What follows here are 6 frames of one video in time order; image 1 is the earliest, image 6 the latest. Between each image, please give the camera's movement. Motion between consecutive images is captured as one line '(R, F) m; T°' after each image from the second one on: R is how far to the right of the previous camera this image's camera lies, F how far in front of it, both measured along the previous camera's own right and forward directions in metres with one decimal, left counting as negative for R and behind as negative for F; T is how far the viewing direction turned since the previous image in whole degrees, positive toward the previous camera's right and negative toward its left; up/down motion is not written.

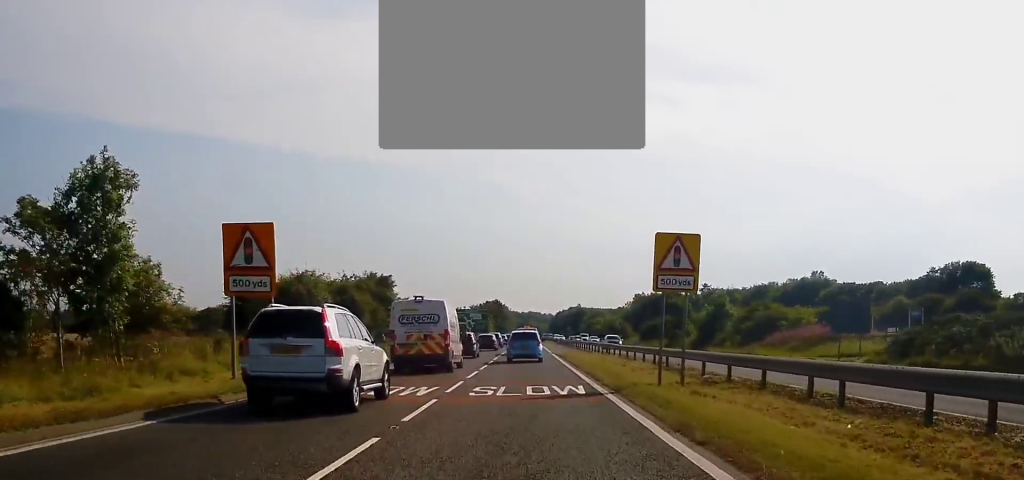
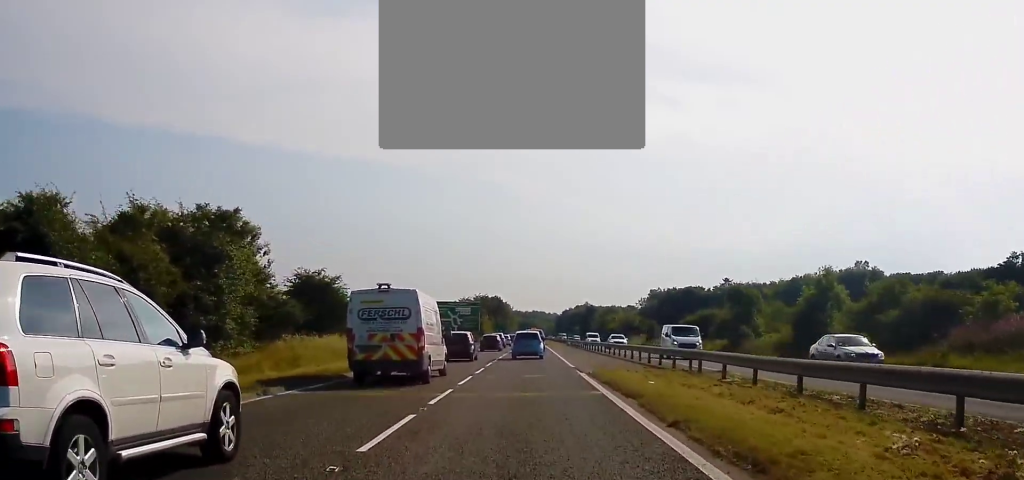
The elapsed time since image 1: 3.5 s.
(-0.4, +28.5) m; -1°
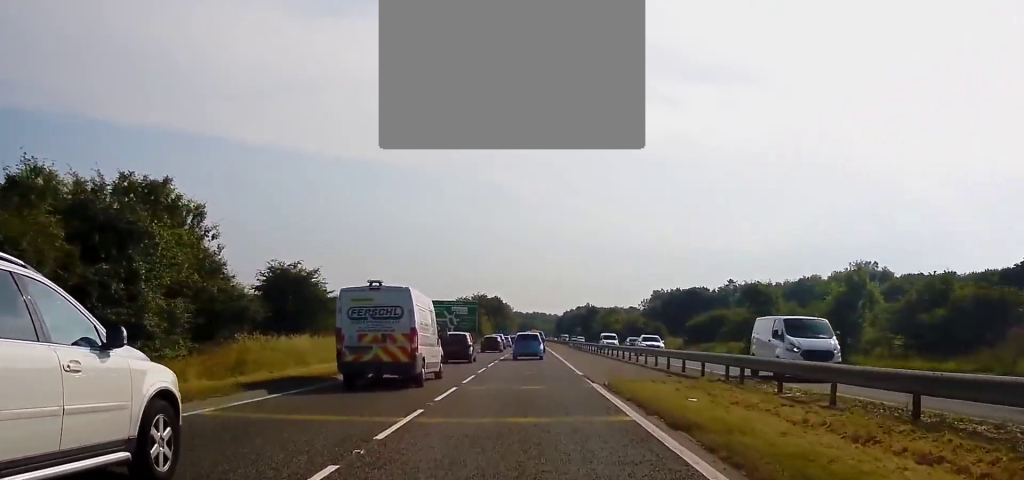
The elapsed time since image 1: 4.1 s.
(0.0, +5.1) m; -1°
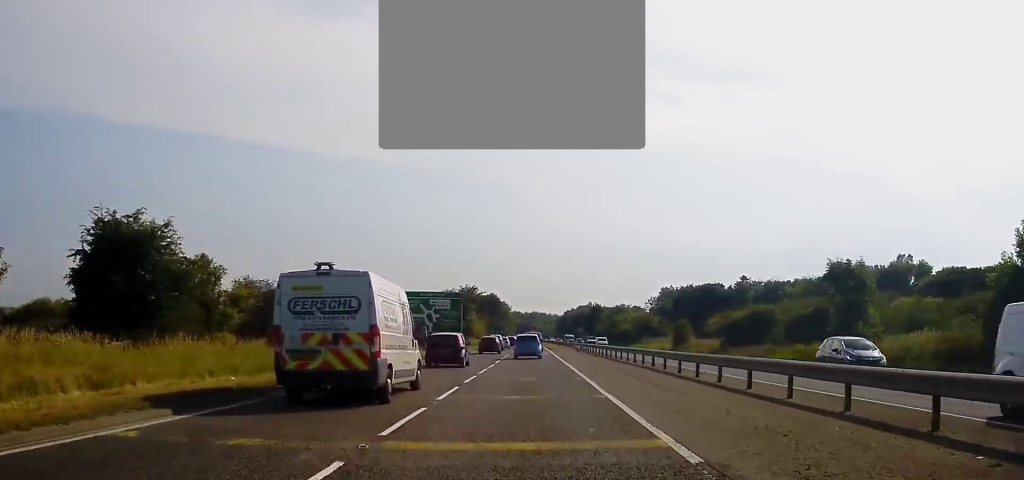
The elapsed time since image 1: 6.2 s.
(+0.4, +18.5) m; +2°
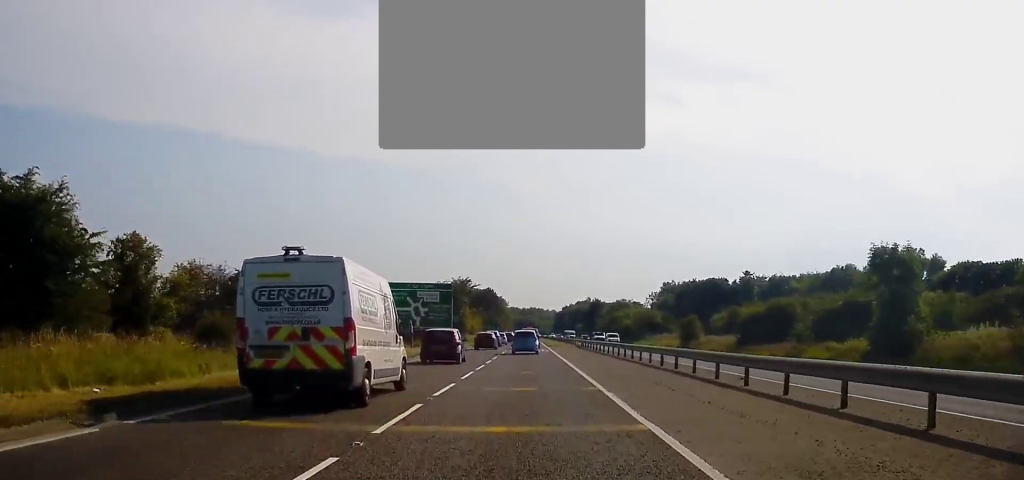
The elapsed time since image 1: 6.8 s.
(-0.2, +6.3) m; -1°
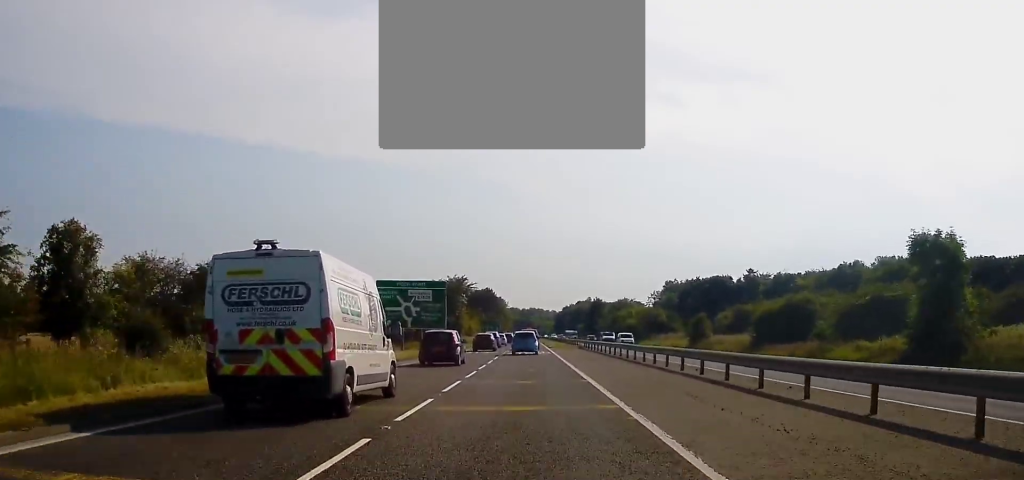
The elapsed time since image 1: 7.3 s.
(-0.2, +4.4) m; 0°
